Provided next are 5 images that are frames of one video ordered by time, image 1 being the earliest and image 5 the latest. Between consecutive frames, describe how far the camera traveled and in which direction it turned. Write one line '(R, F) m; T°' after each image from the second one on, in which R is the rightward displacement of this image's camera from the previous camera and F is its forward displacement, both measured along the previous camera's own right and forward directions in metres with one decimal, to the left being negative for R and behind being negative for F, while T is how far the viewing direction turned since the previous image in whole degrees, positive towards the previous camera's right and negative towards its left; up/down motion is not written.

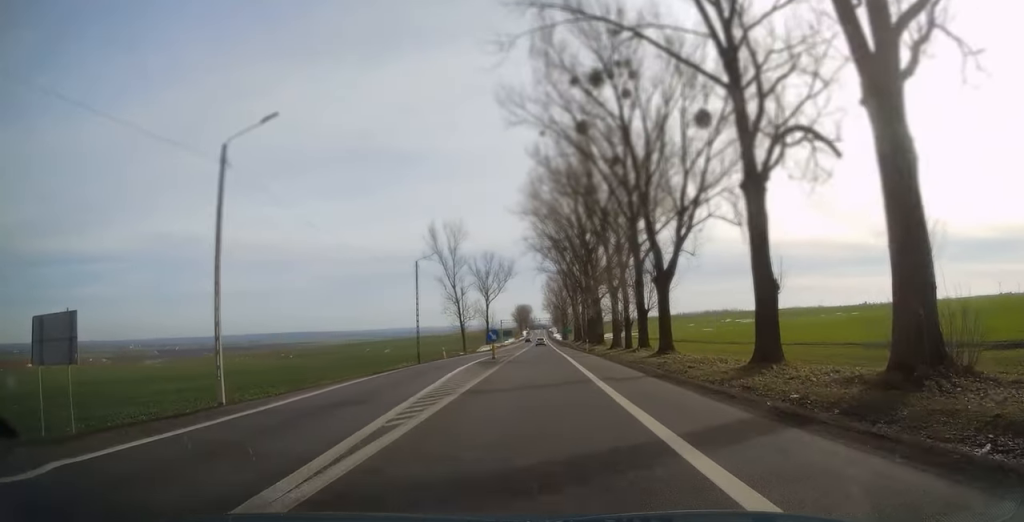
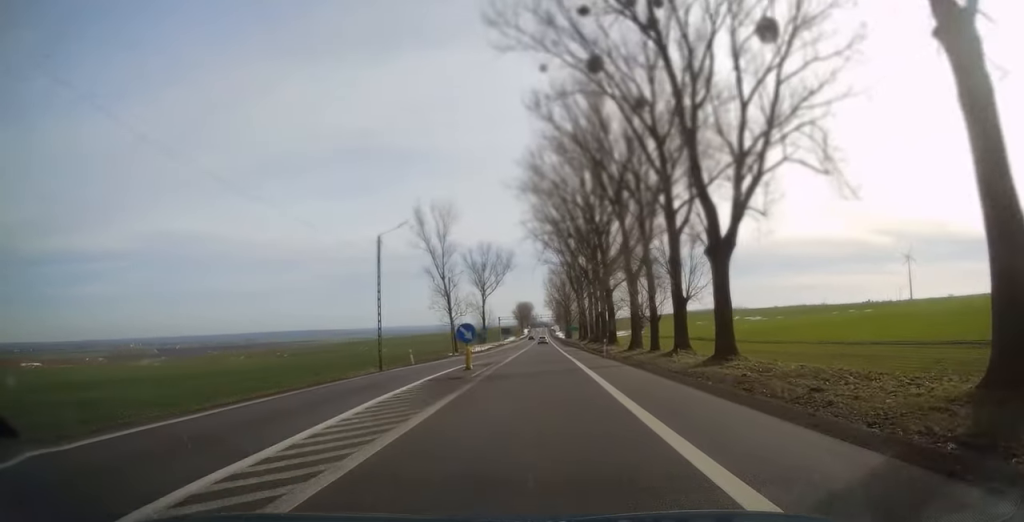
(+0.1, +13.3) m; 0°
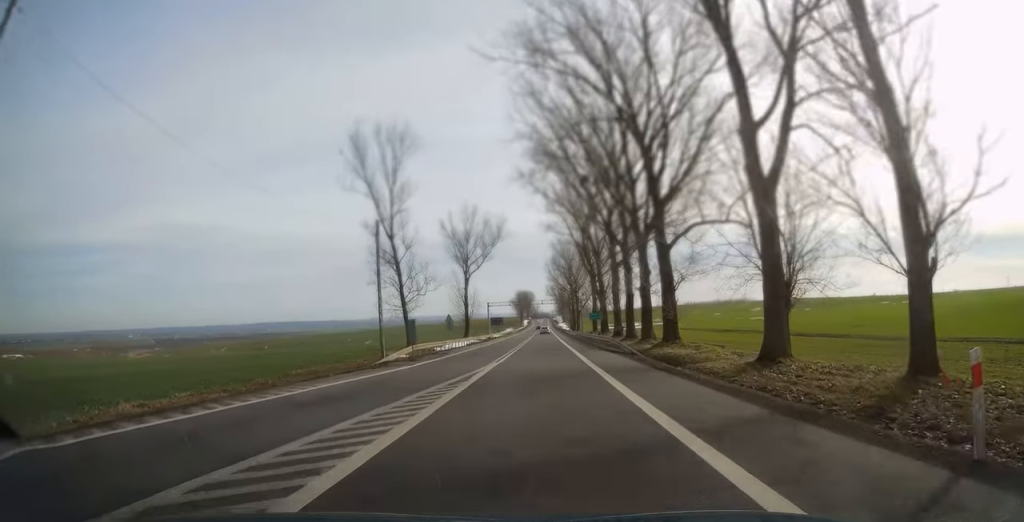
(-0.1, +34.2) m; 0°
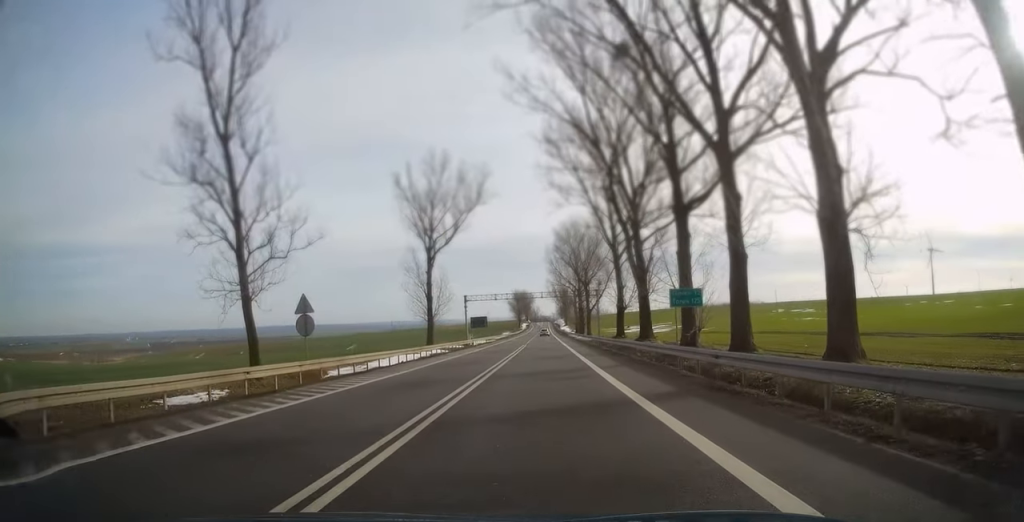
(-0.2, +34.8) m; 0°
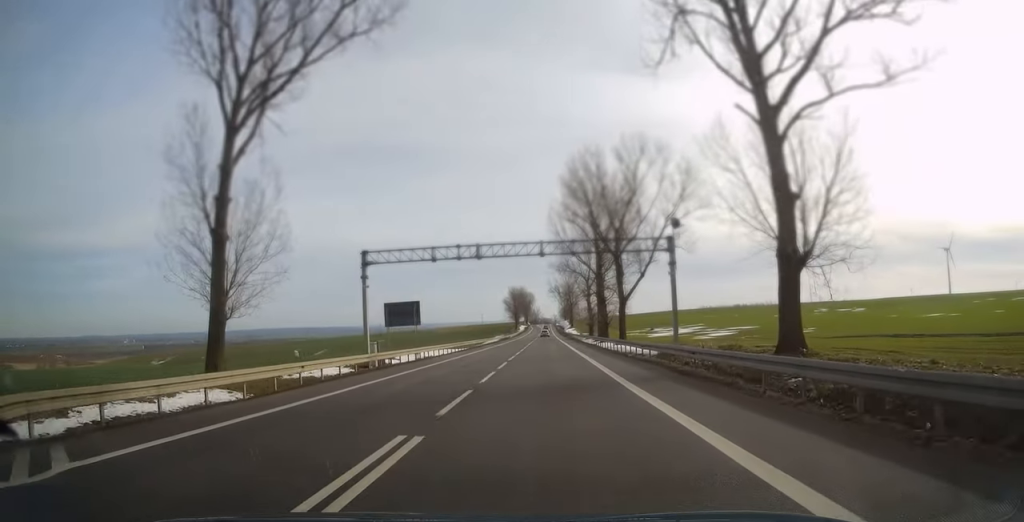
(+0.3, +48.4) m; 0°
